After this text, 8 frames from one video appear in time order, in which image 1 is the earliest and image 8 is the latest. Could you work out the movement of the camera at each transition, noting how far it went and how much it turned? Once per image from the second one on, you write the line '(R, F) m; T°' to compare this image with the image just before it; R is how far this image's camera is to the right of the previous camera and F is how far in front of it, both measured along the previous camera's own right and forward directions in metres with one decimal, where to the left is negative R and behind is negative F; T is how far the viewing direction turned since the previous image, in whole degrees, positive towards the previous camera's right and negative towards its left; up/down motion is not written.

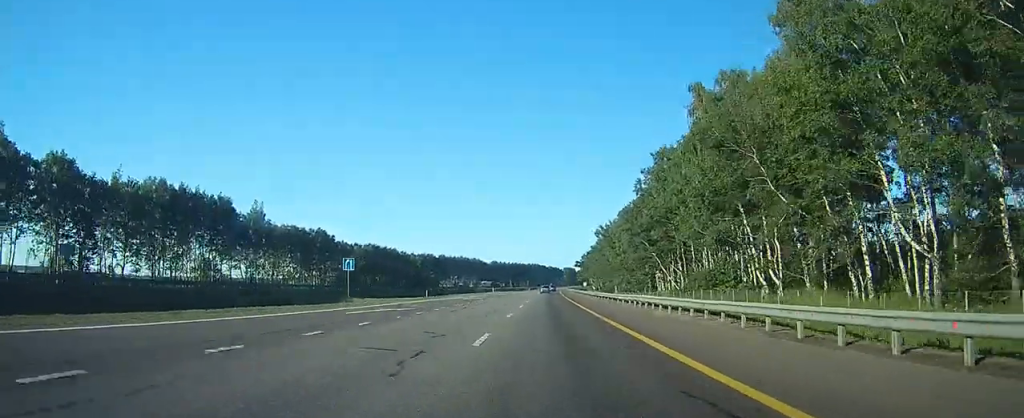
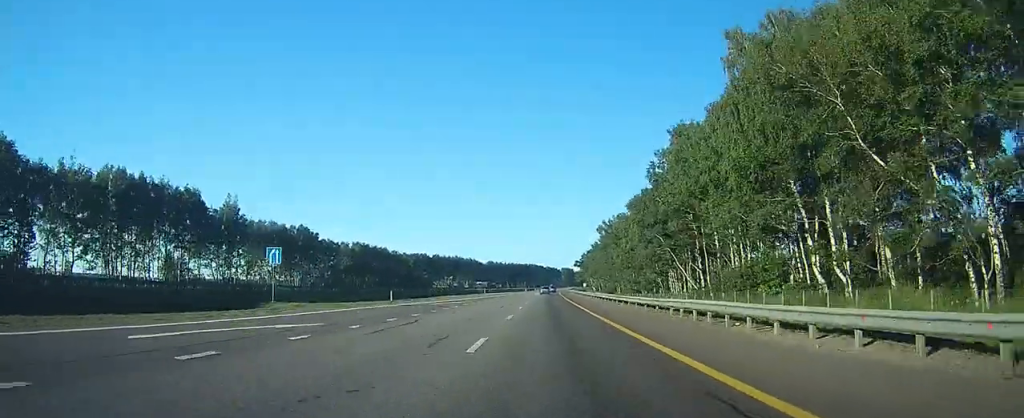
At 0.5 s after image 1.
(0.0, +12.8) m; 0°
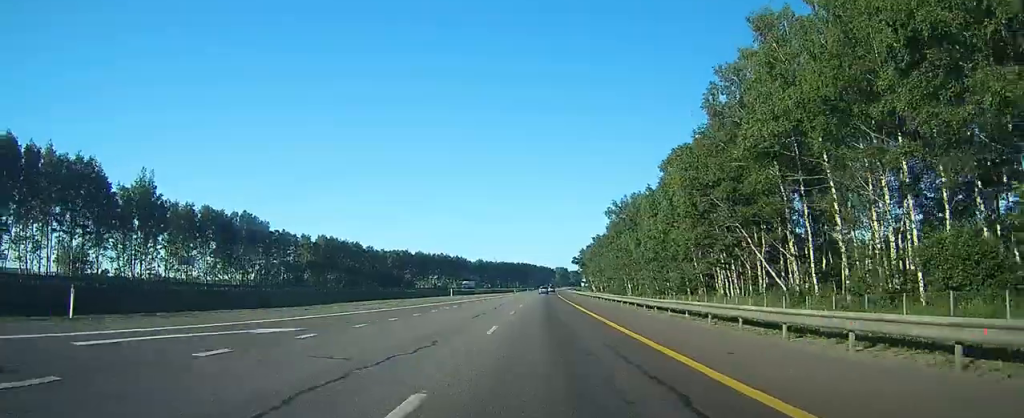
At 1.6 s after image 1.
(+0.1, +31.2) m; 0°
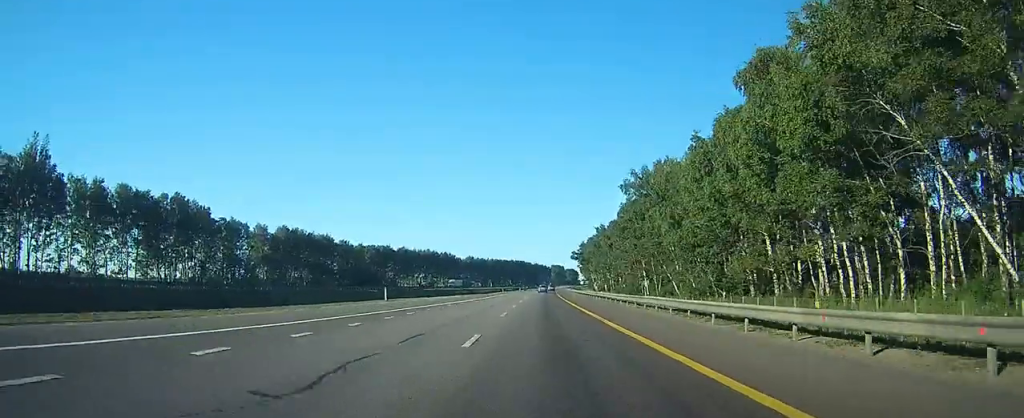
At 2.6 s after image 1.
(0.0, +27.8) m; 0°
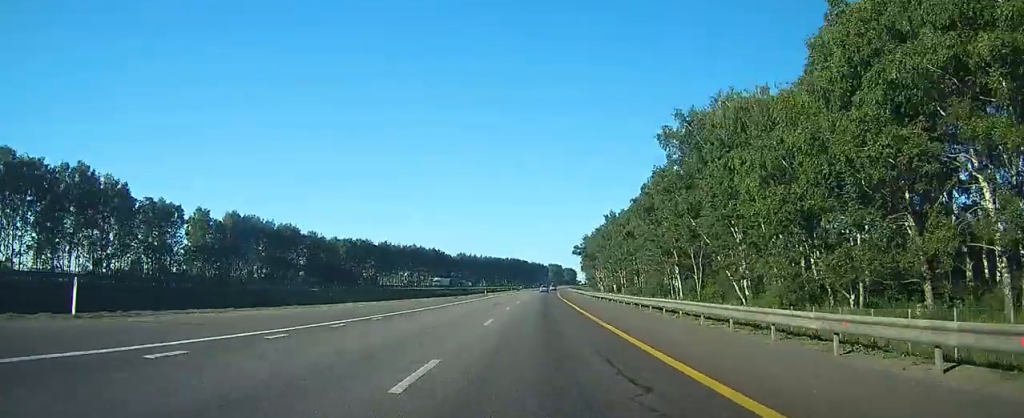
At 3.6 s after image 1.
(+0.1, +29.1) m; +3°
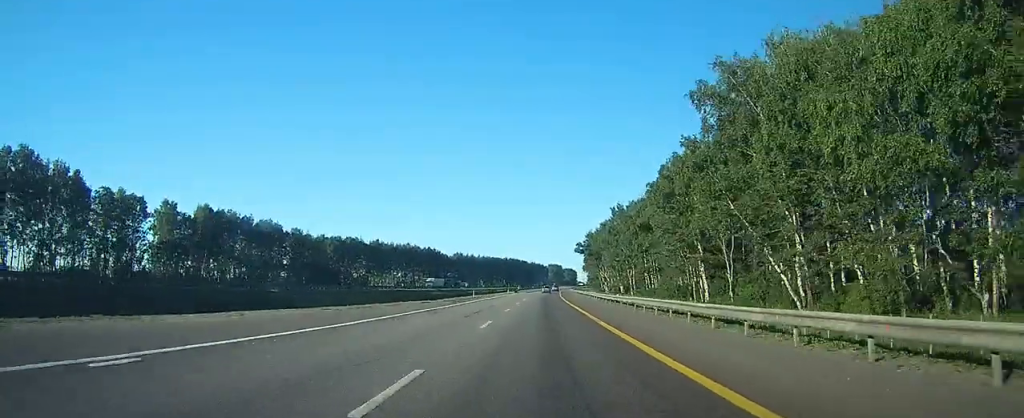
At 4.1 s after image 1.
(+0.4, +13.2) m; 0°
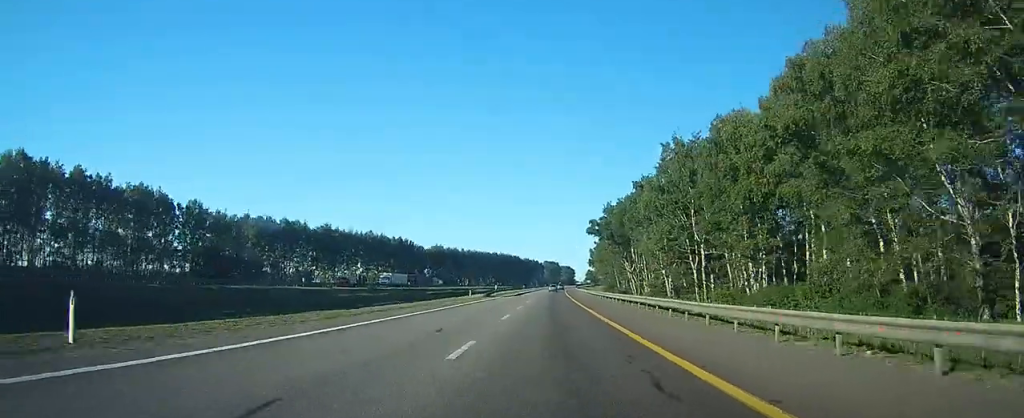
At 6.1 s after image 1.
(-2.5, +55.9) m; -3°
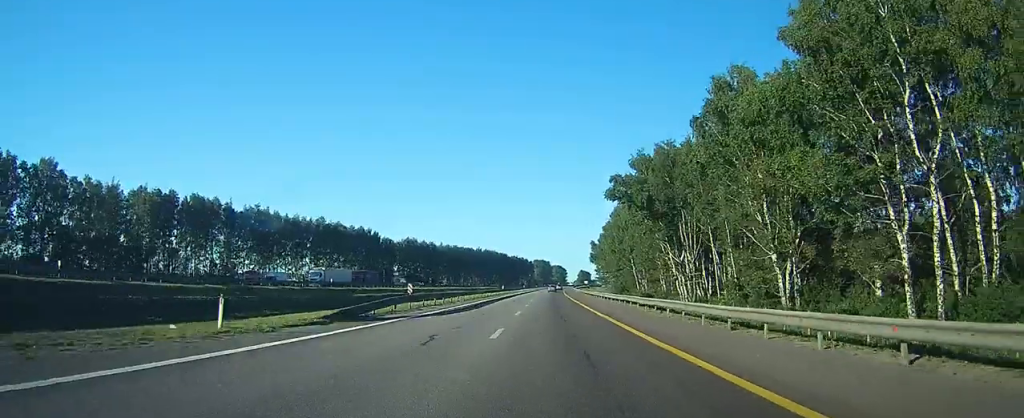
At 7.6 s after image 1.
(+1.8, +44.3) m; +2°
